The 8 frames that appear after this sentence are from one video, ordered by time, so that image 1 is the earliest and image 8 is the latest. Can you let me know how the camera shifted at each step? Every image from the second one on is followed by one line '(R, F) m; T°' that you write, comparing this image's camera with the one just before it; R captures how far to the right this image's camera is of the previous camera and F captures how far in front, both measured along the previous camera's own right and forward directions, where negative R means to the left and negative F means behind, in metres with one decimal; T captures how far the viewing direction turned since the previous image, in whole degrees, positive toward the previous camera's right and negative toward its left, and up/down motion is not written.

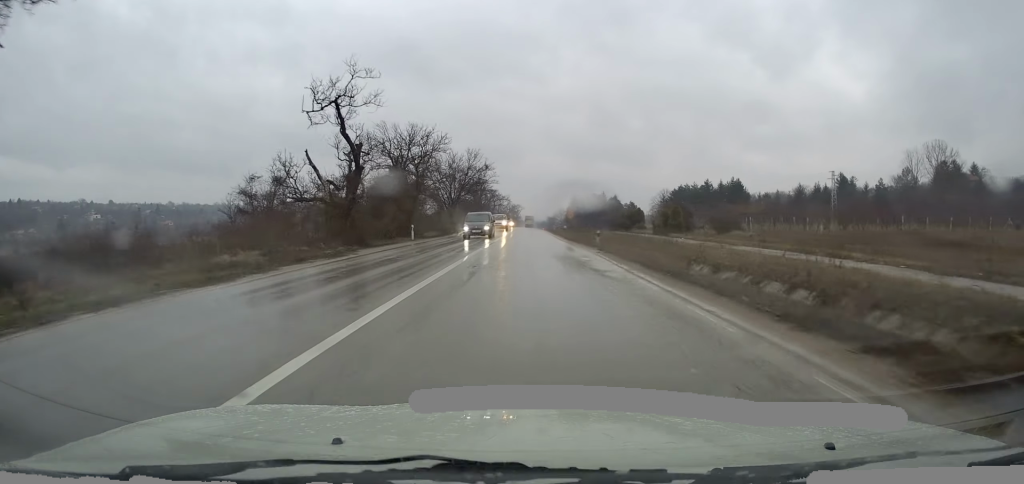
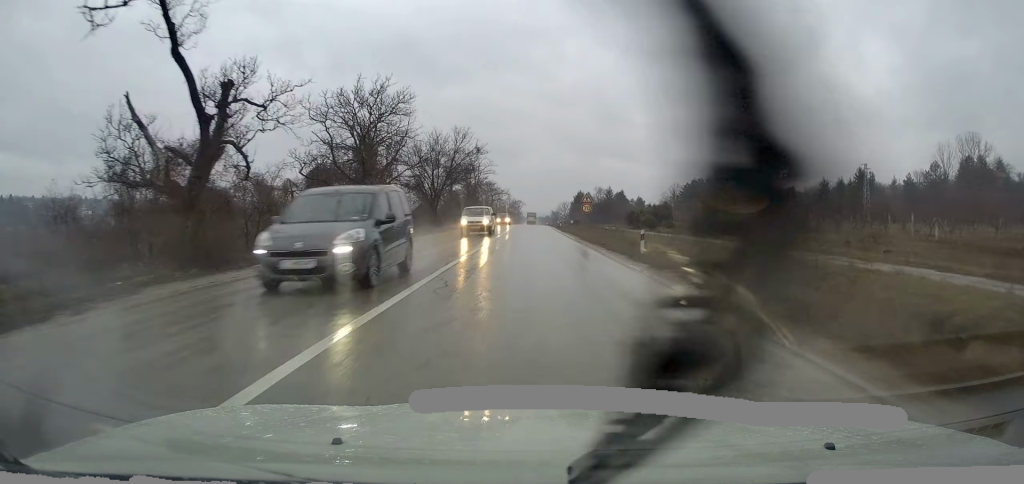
(0.0, +14.4) m; +1°
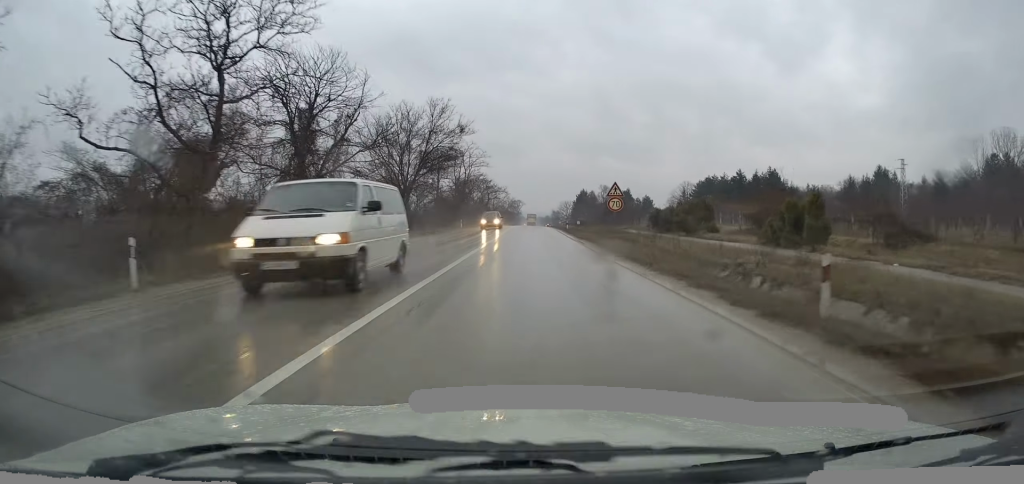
(+0.2, +14.4) m; 0°
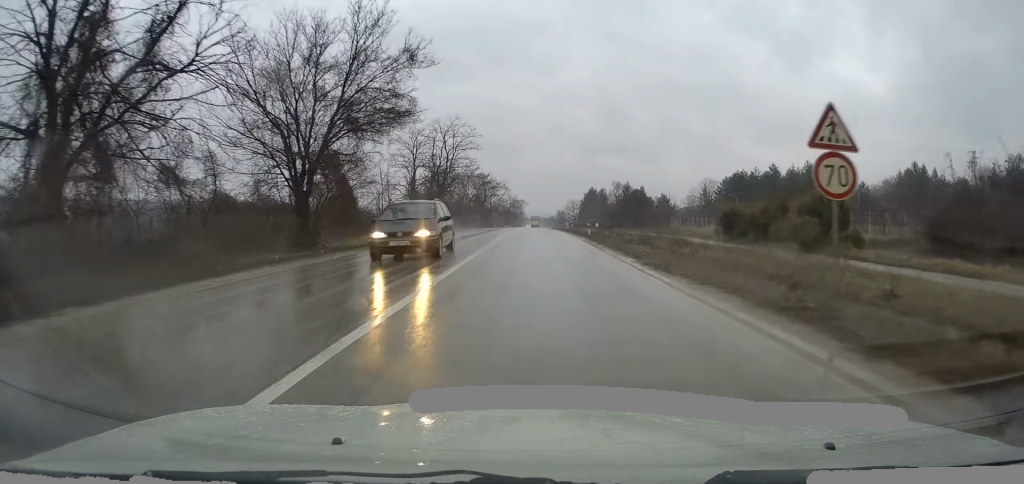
(-0.4, +20.9) m; 0°
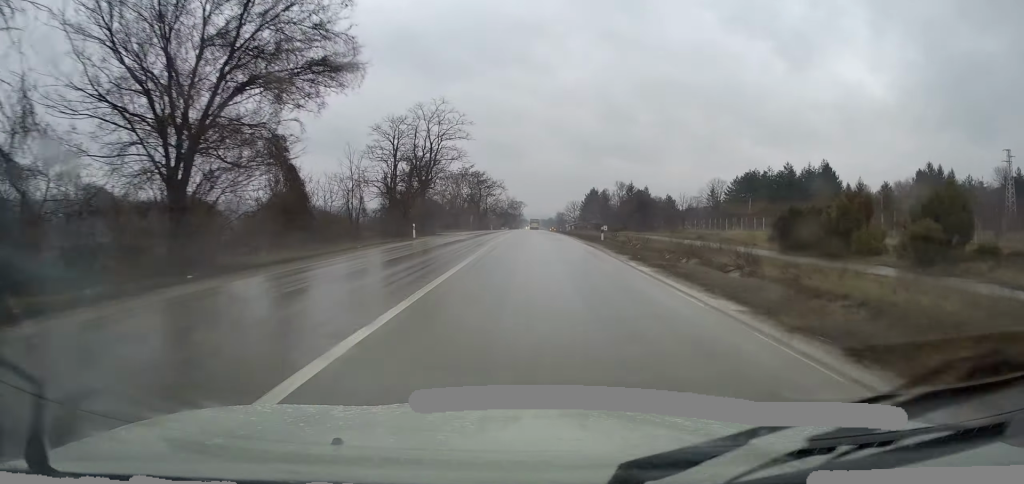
(0.0, +9.1) m; 0°
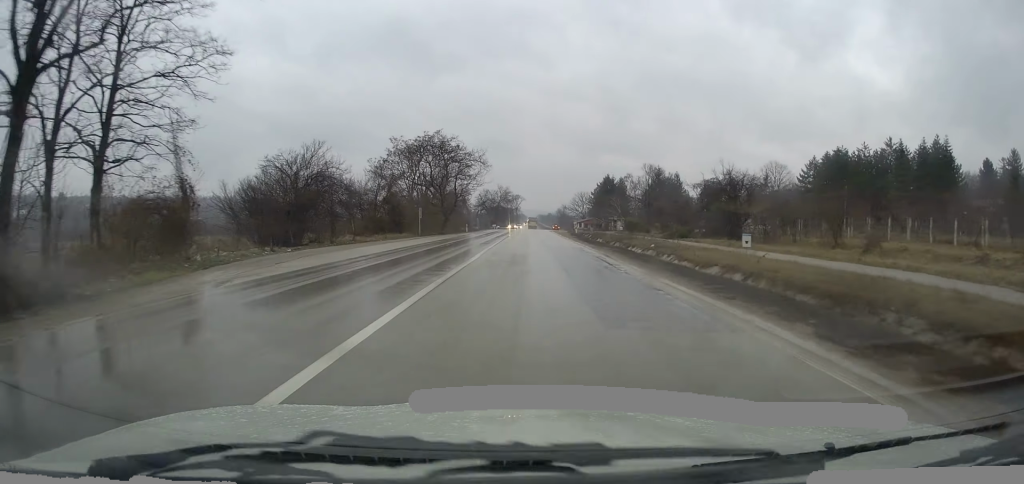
(-0.1, +41.7) m; -1°
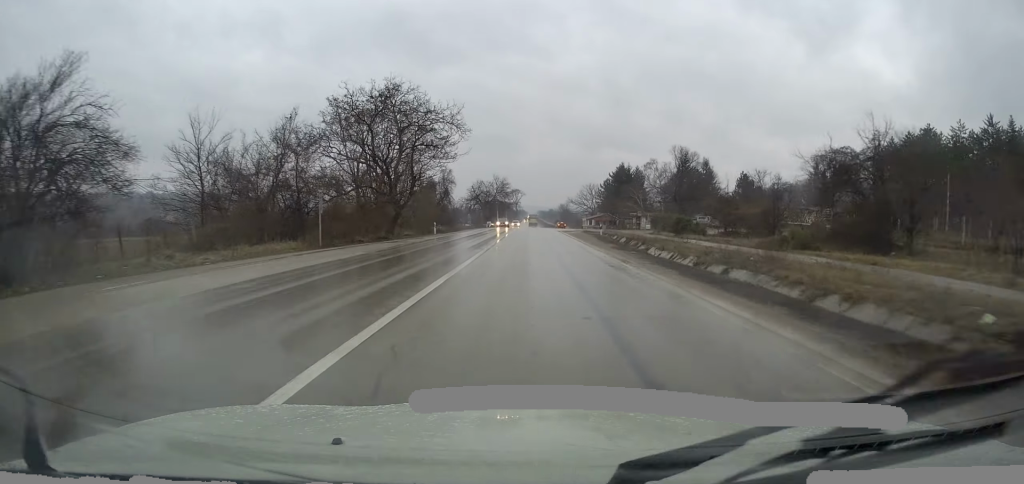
(0.0, +24.2) m; +1°
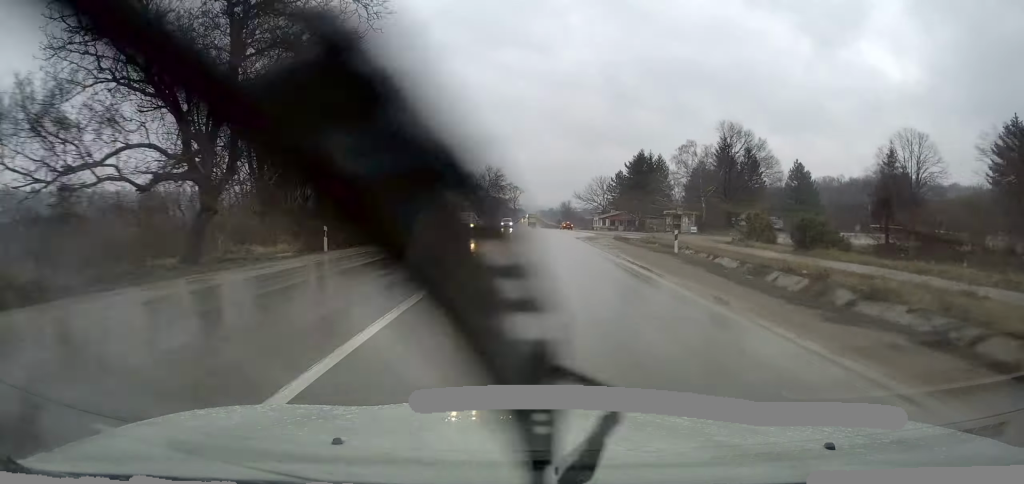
(+0.4, +24.9) m; -1°
